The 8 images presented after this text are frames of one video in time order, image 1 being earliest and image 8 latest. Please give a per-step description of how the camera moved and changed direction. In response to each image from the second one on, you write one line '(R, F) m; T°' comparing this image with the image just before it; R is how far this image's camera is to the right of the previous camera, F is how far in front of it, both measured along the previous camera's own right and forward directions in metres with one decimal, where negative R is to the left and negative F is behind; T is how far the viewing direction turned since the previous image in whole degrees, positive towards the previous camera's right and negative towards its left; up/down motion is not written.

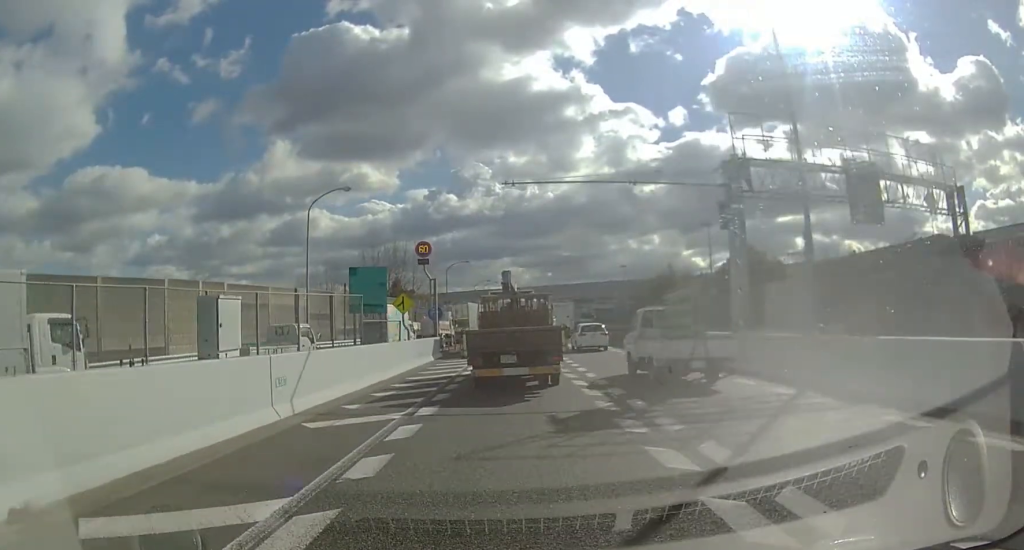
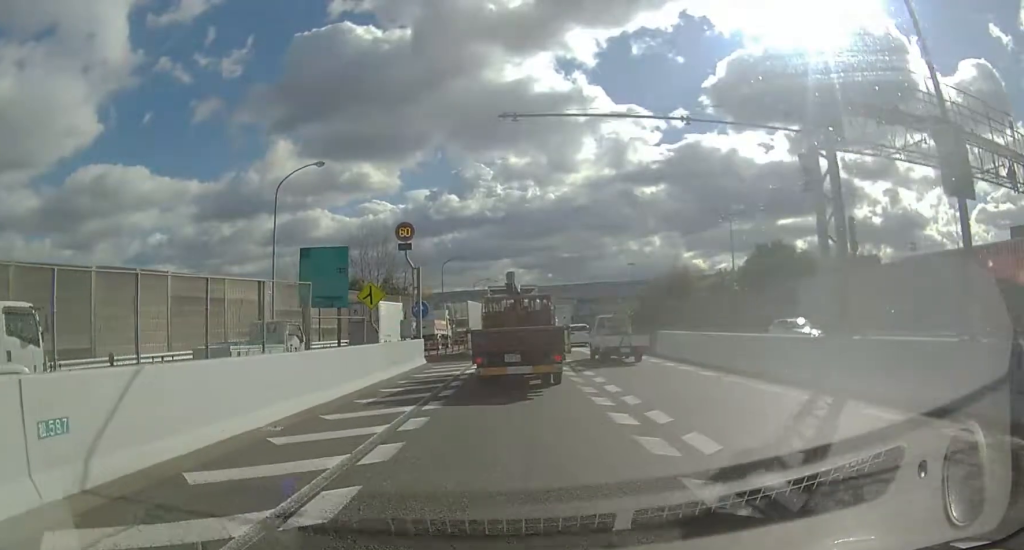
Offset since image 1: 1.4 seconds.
(0.0, +5.3) m; +1°
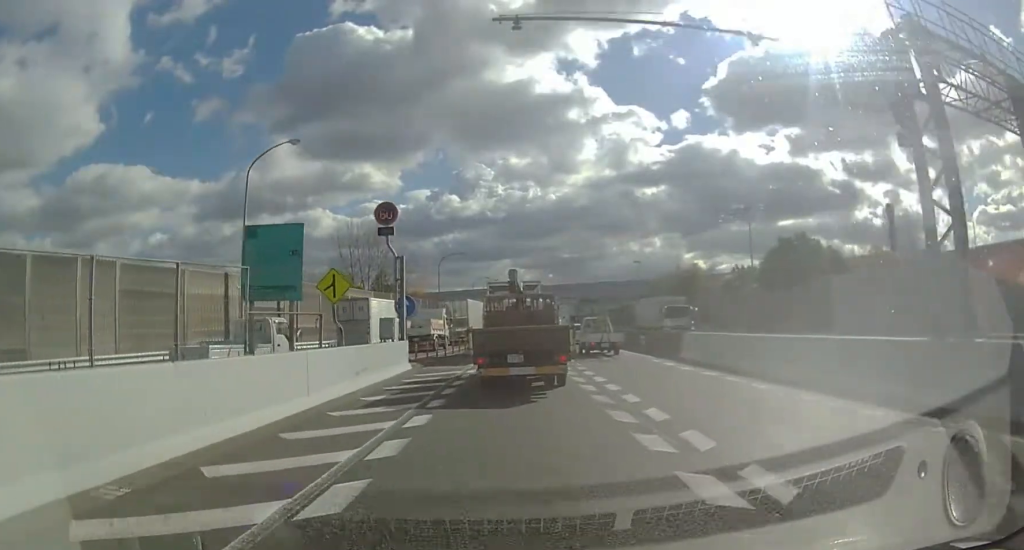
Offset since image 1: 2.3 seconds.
(0.0, +3.5) m; 0°
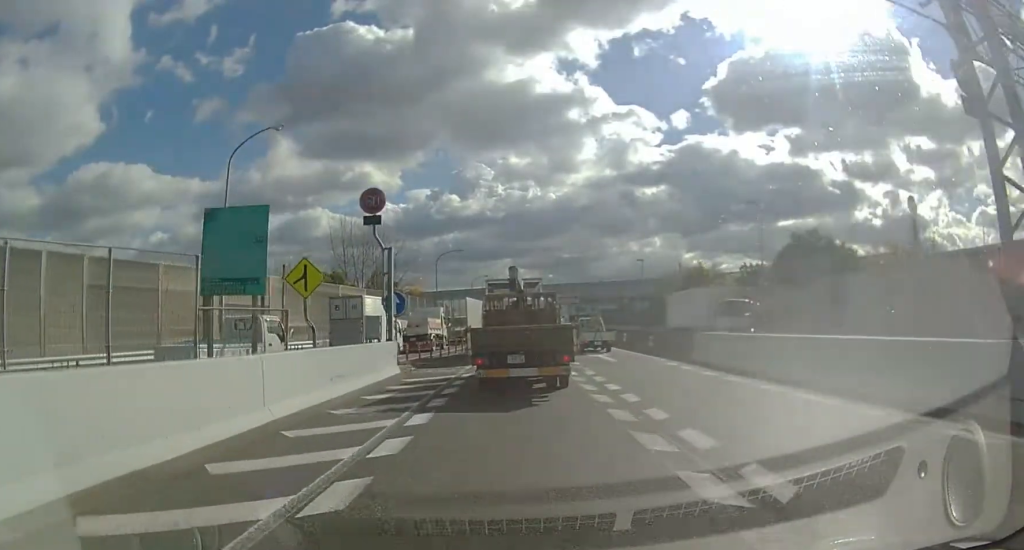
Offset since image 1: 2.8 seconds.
(0.0, +2.0) m; 0°
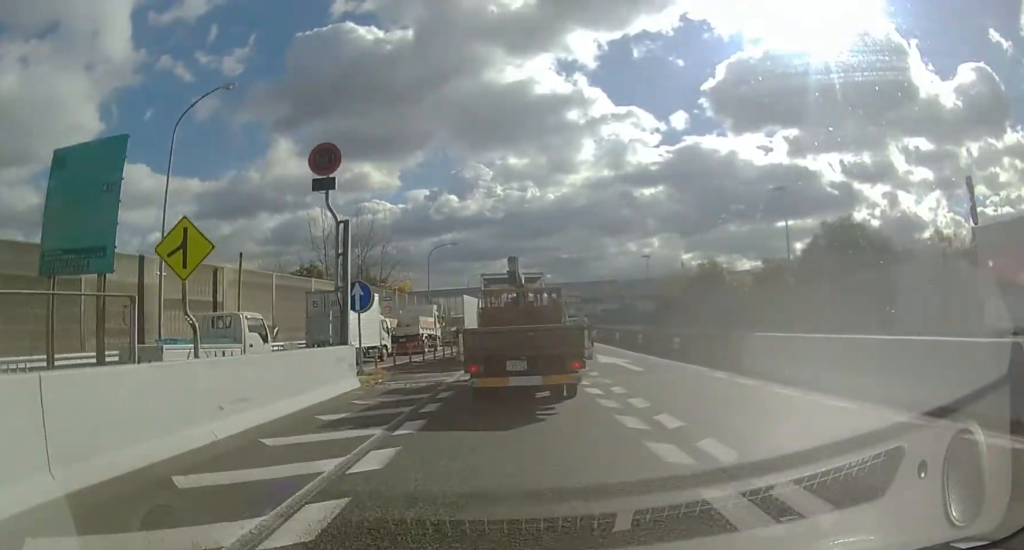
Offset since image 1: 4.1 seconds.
(0.0, +5.4) m; 0°
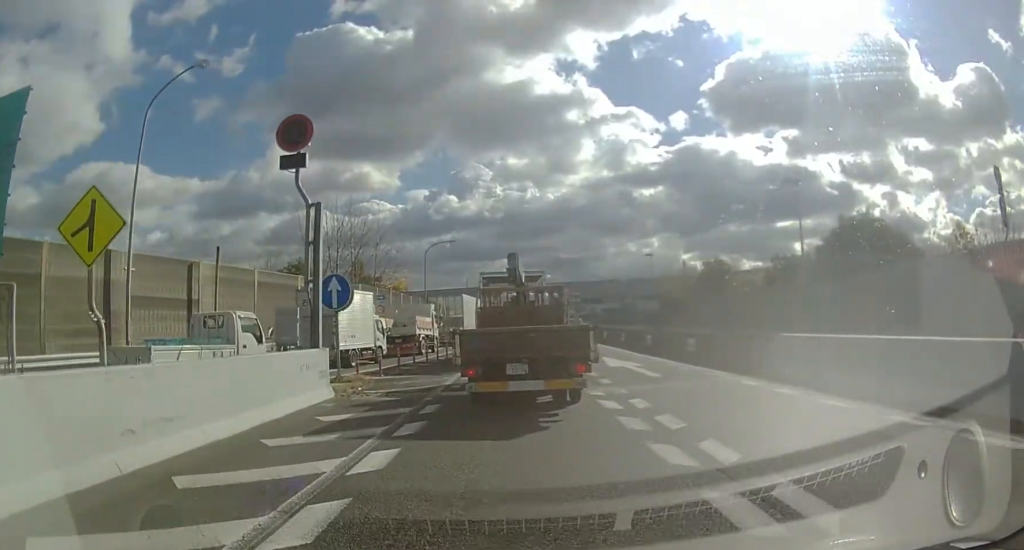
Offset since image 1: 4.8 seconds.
(0.0, +2.5) m; 0°
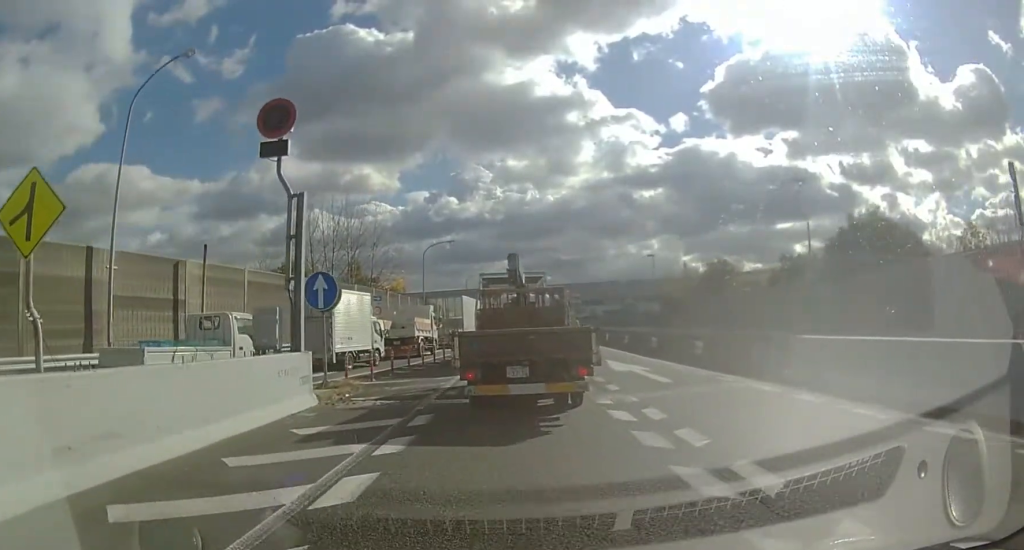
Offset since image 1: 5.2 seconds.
(0.0, +1.4) m; 0°
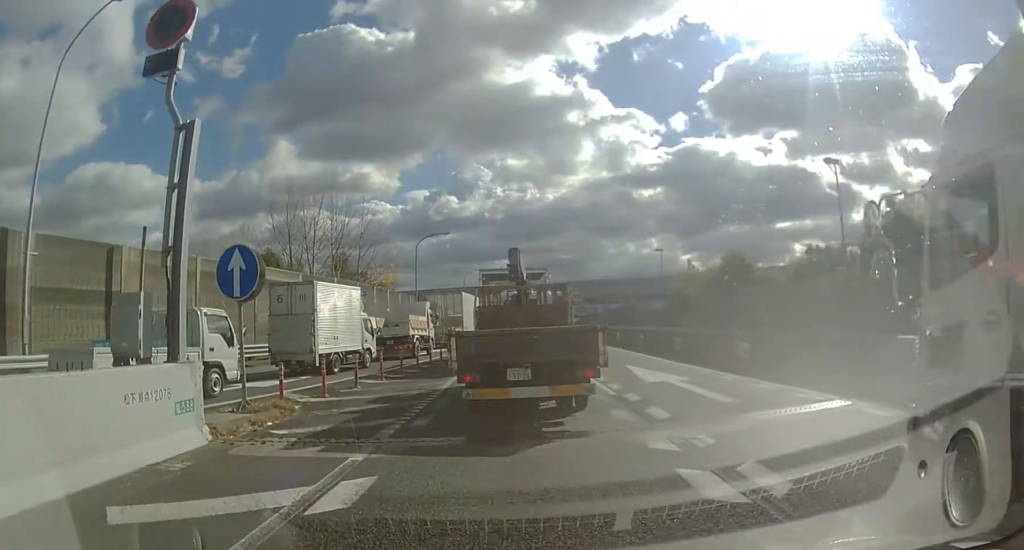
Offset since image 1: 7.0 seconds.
(0.0, +4.8) m; -1°
